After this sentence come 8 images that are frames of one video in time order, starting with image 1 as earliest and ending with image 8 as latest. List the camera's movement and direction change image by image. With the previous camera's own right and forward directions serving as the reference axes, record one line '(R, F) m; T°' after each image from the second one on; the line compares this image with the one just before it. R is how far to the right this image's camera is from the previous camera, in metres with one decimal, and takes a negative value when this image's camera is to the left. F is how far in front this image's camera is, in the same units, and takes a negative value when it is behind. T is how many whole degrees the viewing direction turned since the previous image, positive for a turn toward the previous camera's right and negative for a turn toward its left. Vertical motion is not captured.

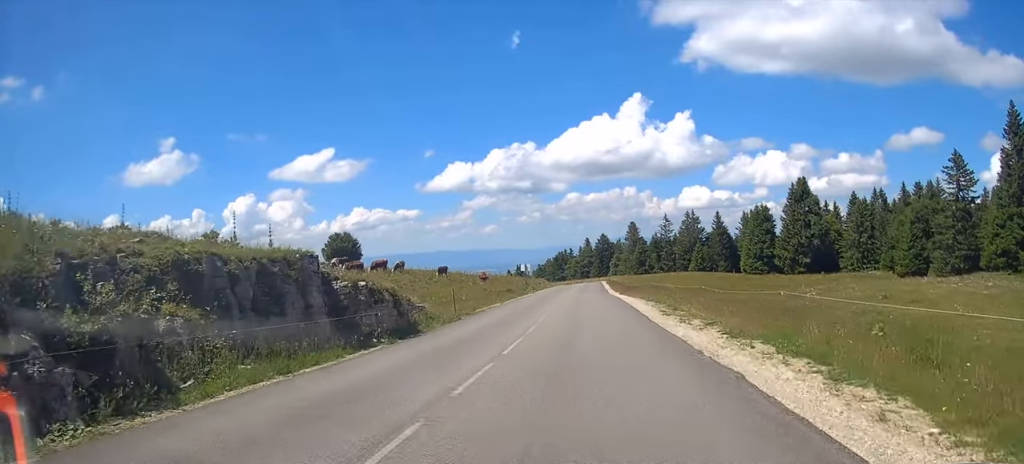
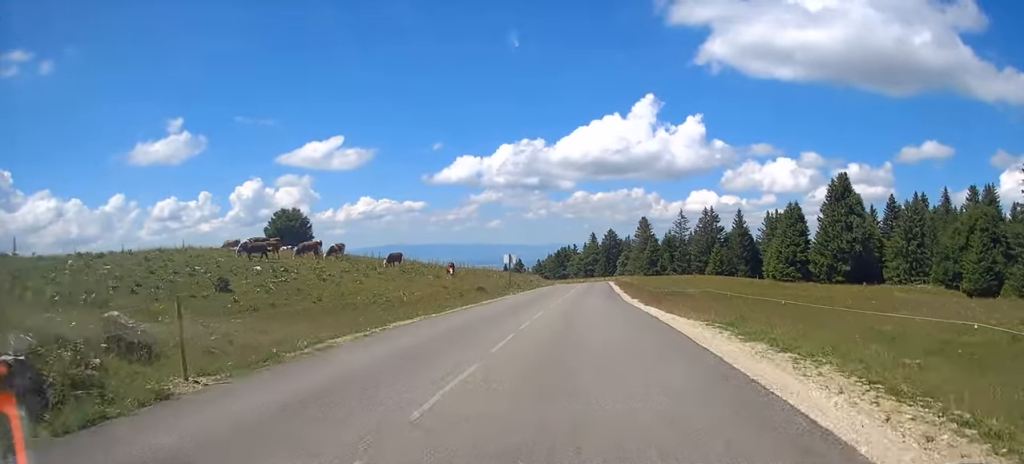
(+0.4, +19.0) m; +1°
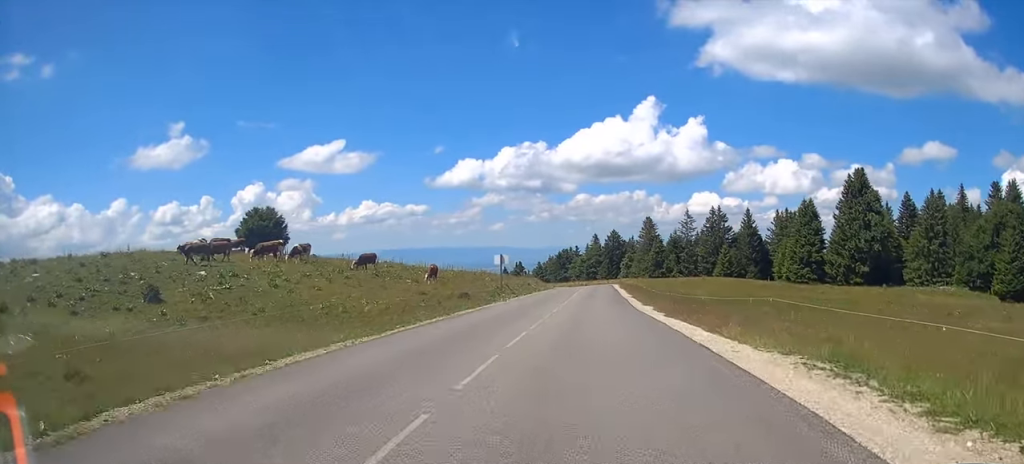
(+0.1, +7.2) m; 0°
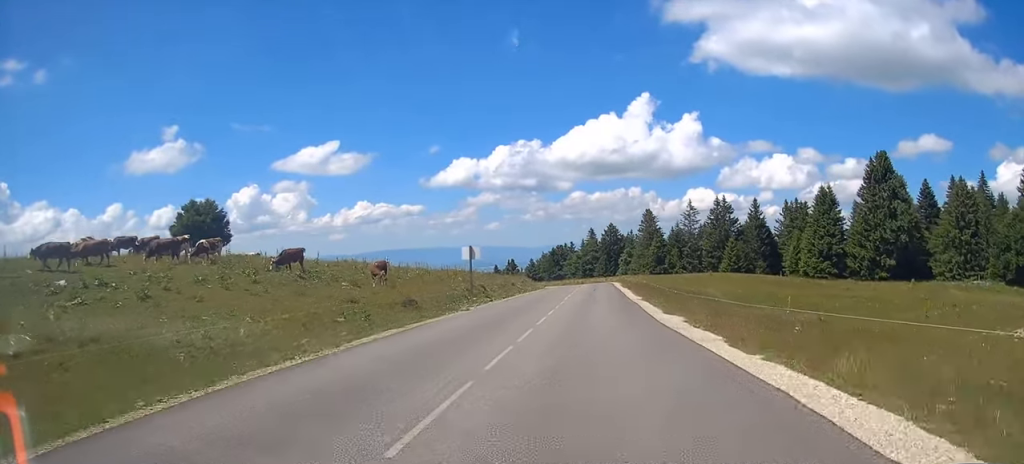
(-0.2, +11.4) m; -1°
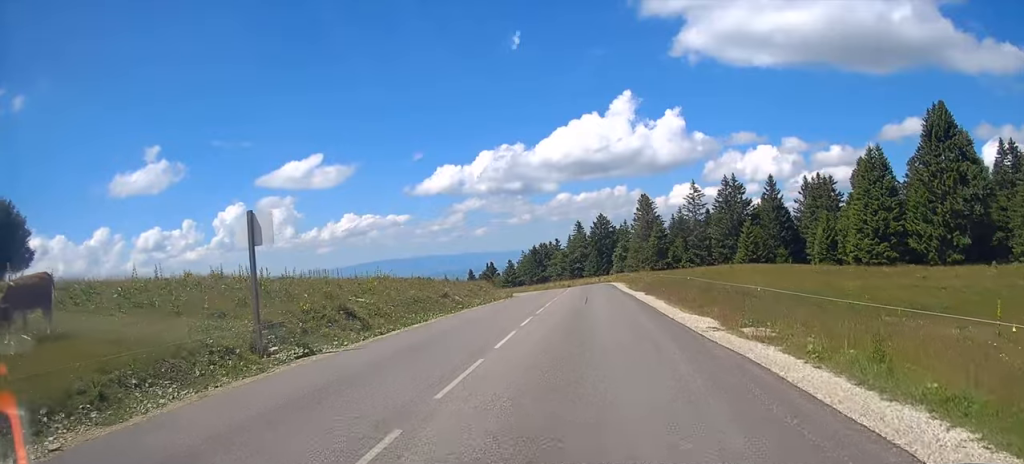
(+0.1, +24.1) m; +1°
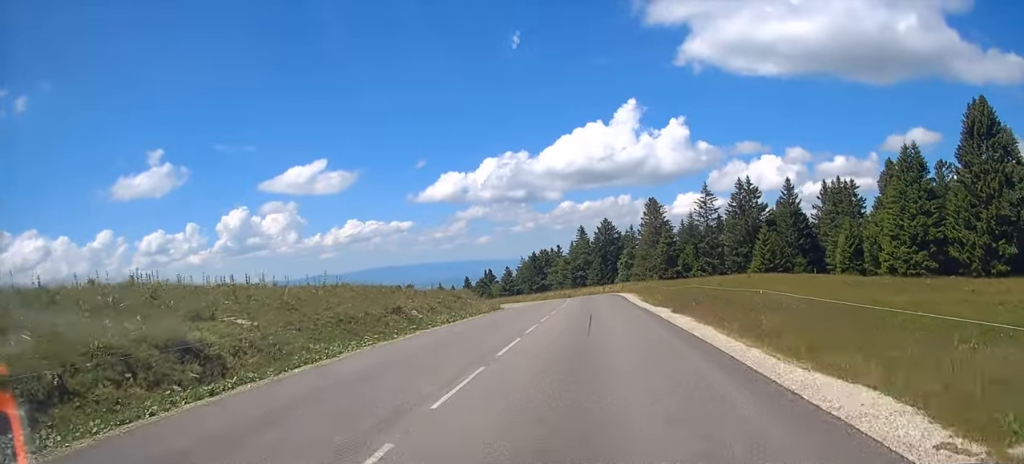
(+0.1, +9.0) m; +1°
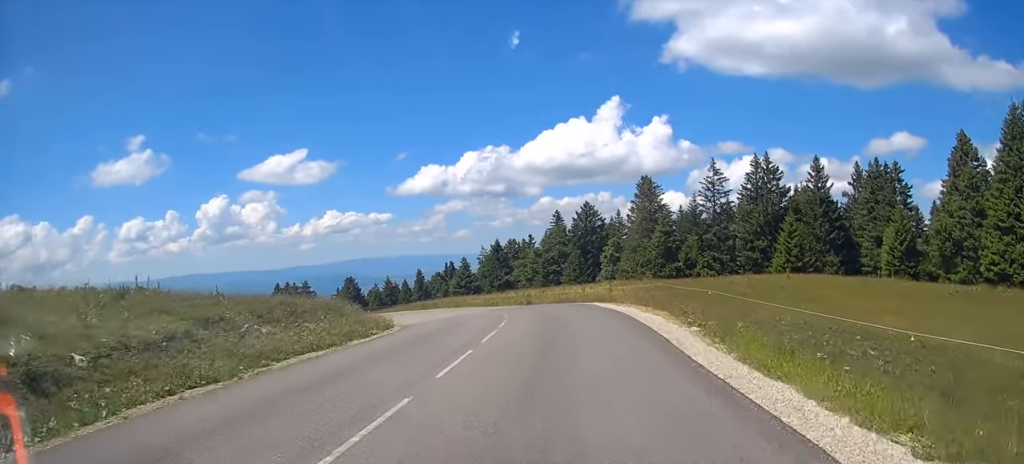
(+0.1, +24.4) m; 0°
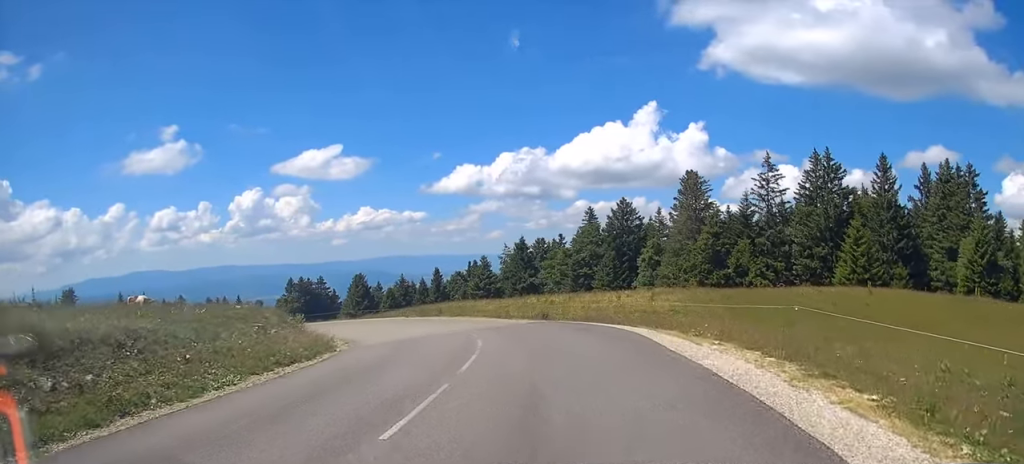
(-0.2, +11.4) m; -3°
